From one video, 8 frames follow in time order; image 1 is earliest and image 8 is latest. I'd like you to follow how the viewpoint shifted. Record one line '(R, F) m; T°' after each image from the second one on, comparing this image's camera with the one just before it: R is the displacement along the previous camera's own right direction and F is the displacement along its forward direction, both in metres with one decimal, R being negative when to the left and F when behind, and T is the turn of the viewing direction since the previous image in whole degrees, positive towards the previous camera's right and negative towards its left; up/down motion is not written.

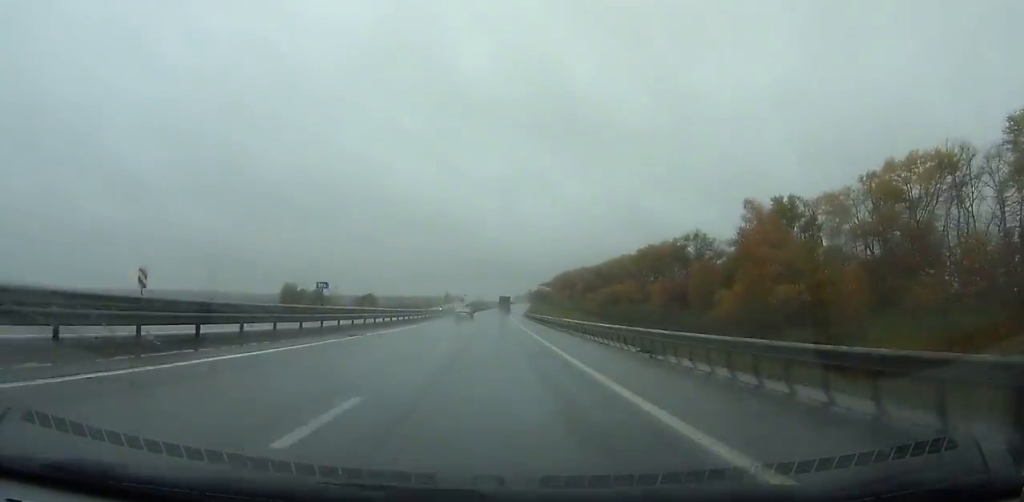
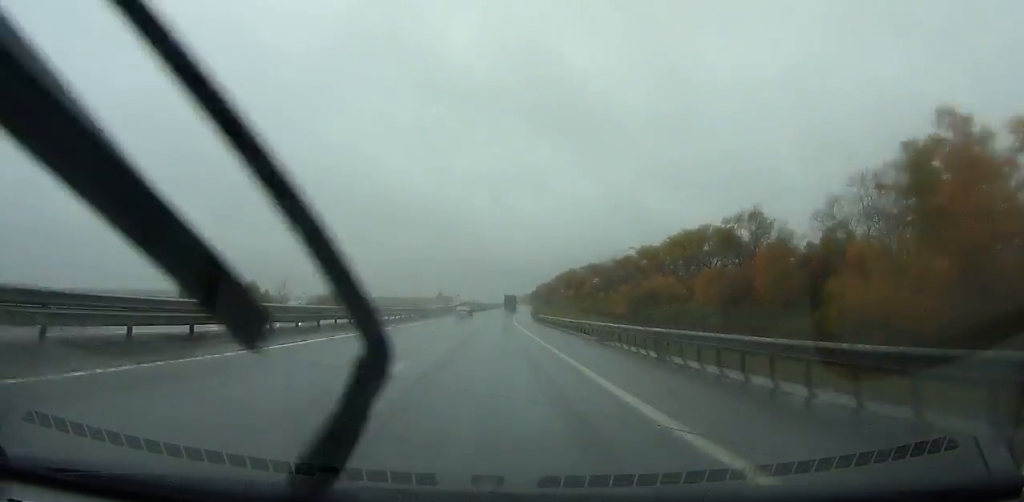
(-0.2, +41.9) m; 0°
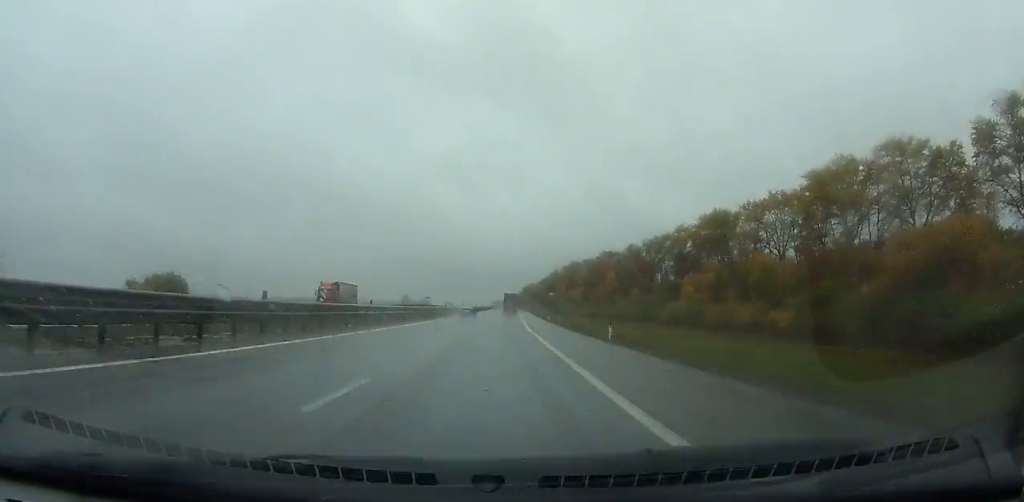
(+0.8, +87.4) m; +2°
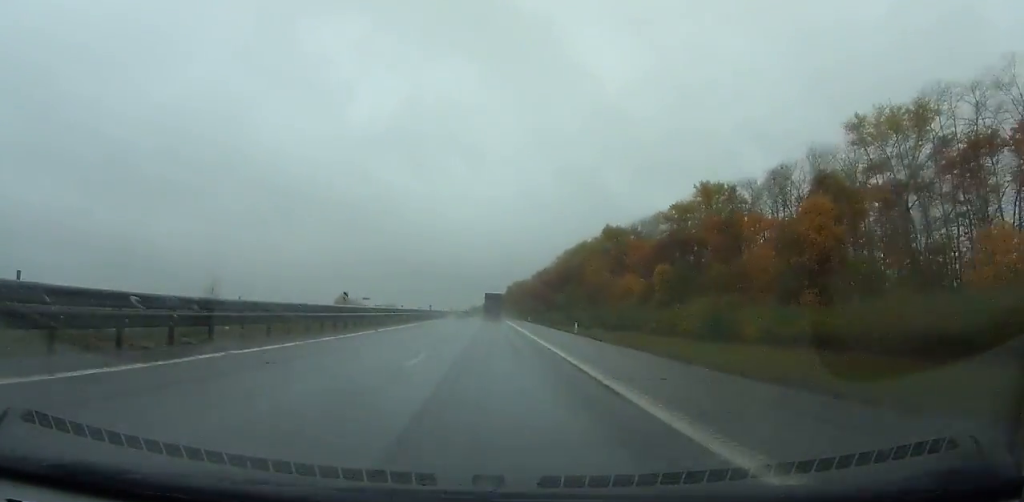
(+2.6, +125.7) m; +1°
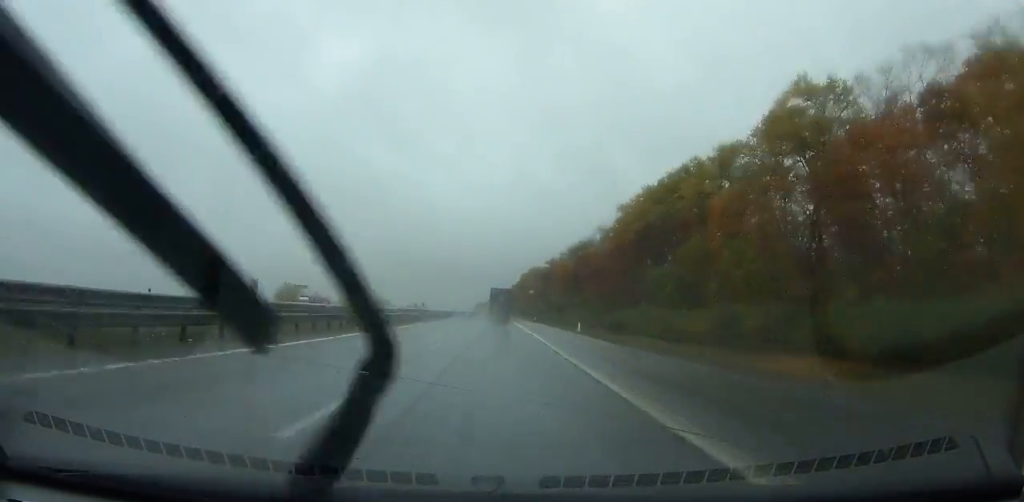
(-0.2, +91.4) m; 0°
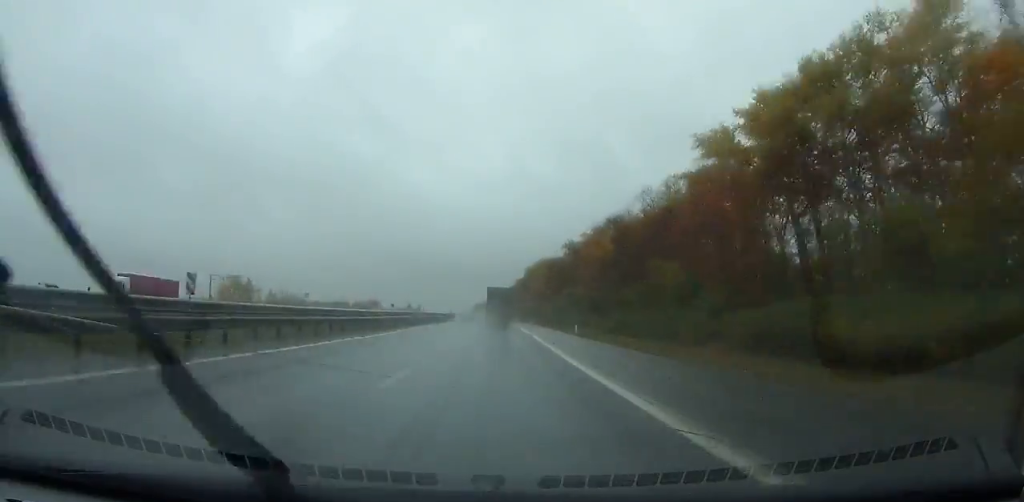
(-0.1, +43.1) m; 0°
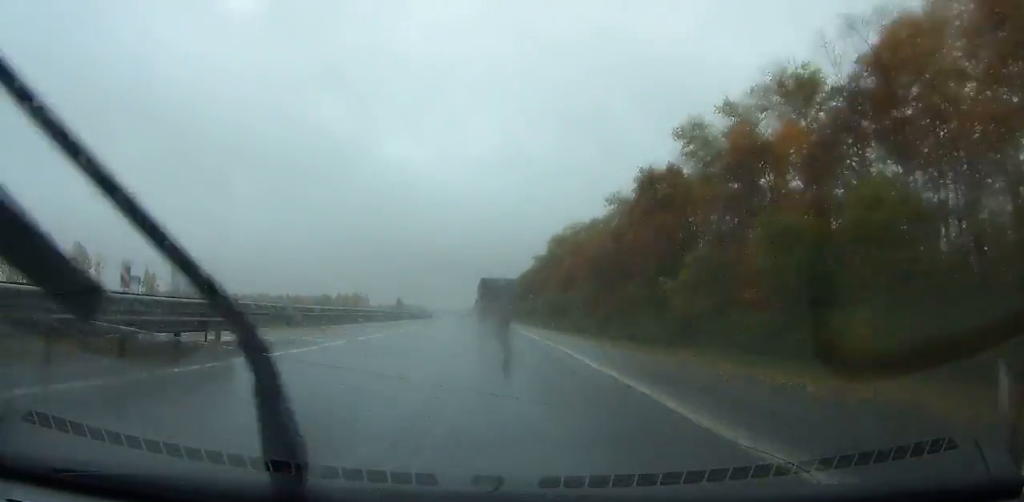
(-0.5, +84.2) m; -1°
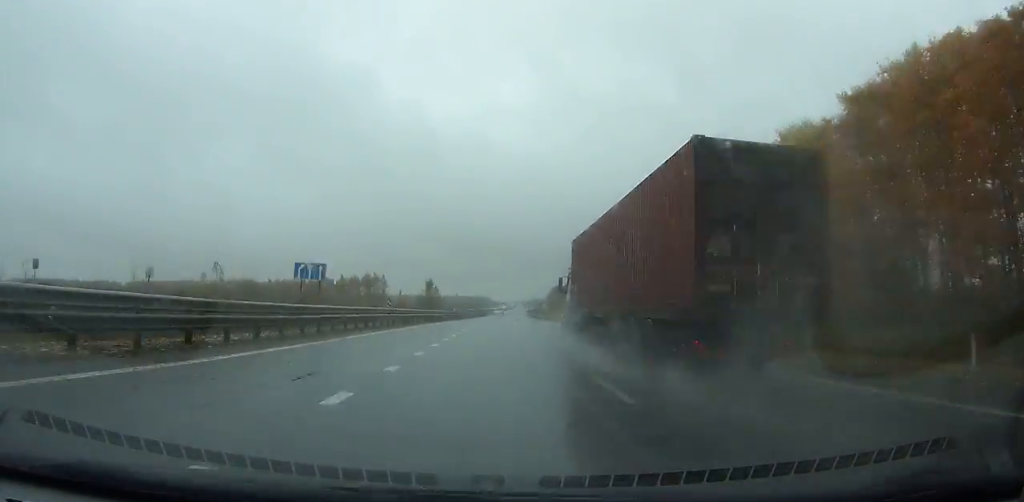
(-7.5, +168.3) m; -4°
